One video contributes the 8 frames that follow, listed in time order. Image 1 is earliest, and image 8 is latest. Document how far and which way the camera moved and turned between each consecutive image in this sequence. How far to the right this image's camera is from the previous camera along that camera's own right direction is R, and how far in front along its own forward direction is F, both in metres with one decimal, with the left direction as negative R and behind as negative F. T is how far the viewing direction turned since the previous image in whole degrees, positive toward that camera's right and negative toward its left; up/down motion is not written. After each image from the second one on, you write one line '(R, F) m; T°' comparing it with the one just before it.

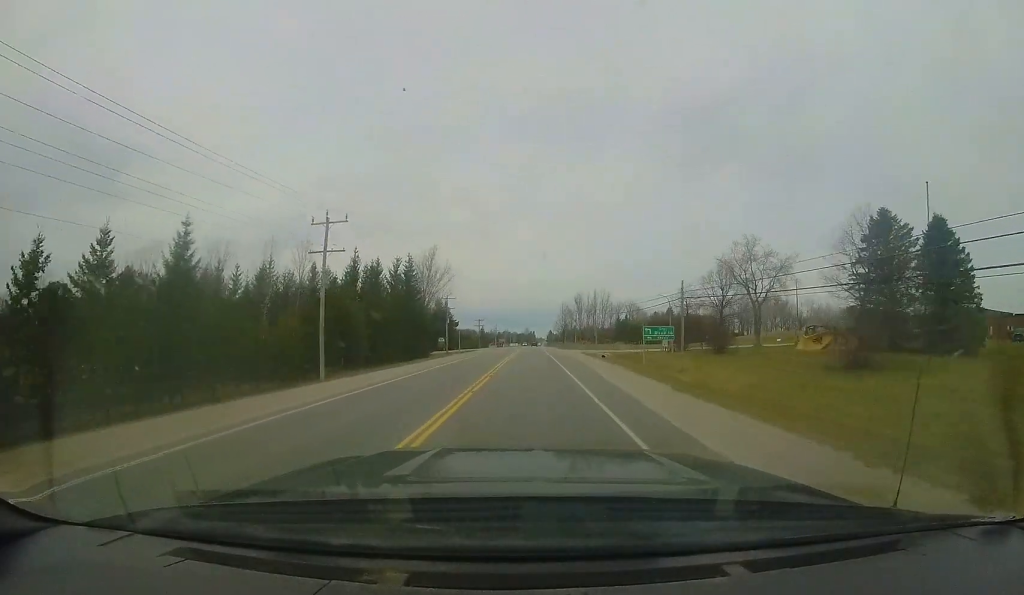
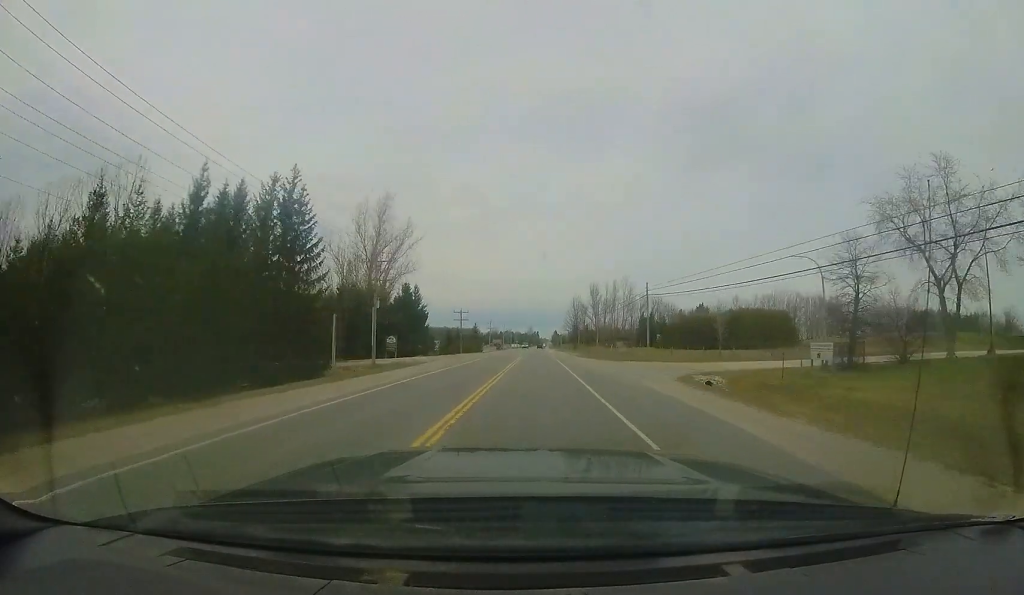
(+0.1, +32.6) m; 0°
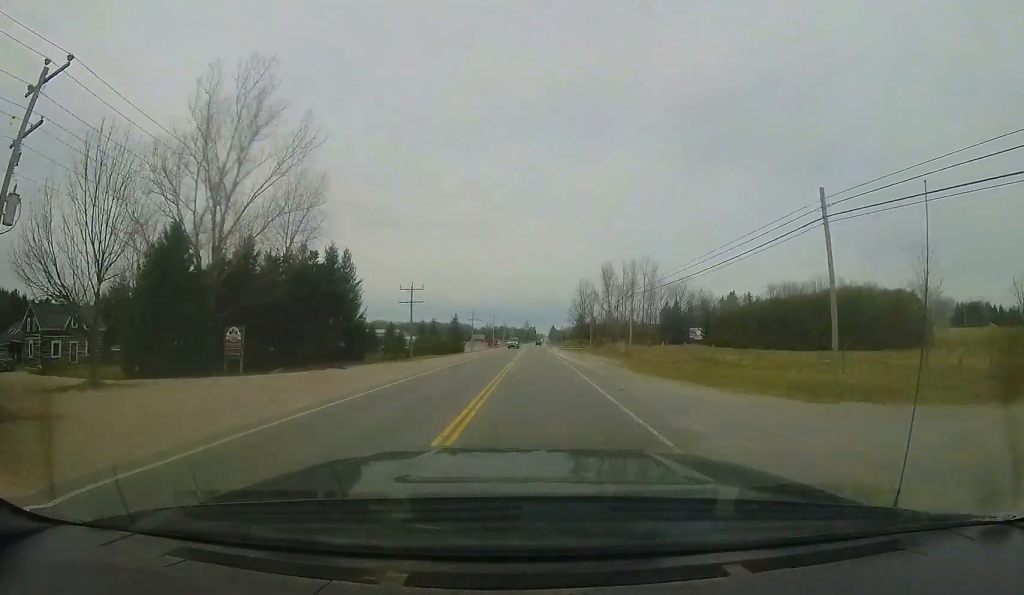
(0.0, +29.3) m; +1°
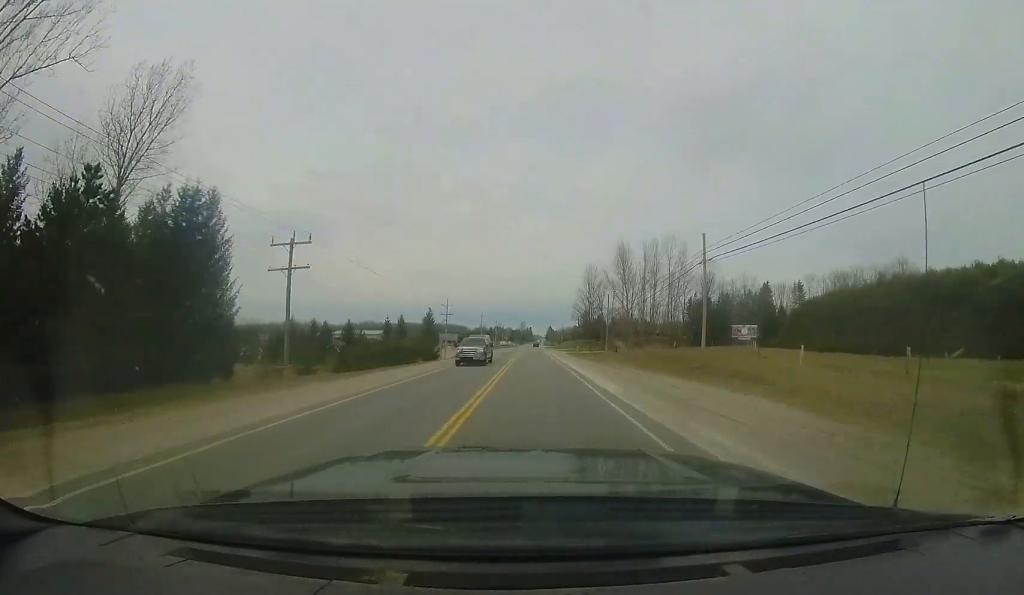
(+0.2, +23.3) m; 0°
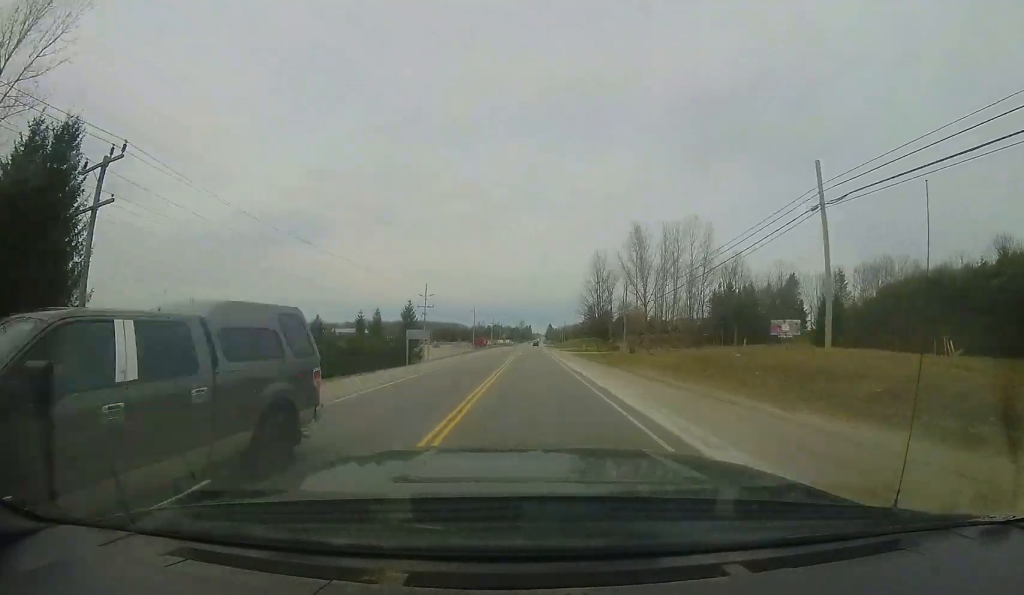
(+0.2, +12.9) m; 0°
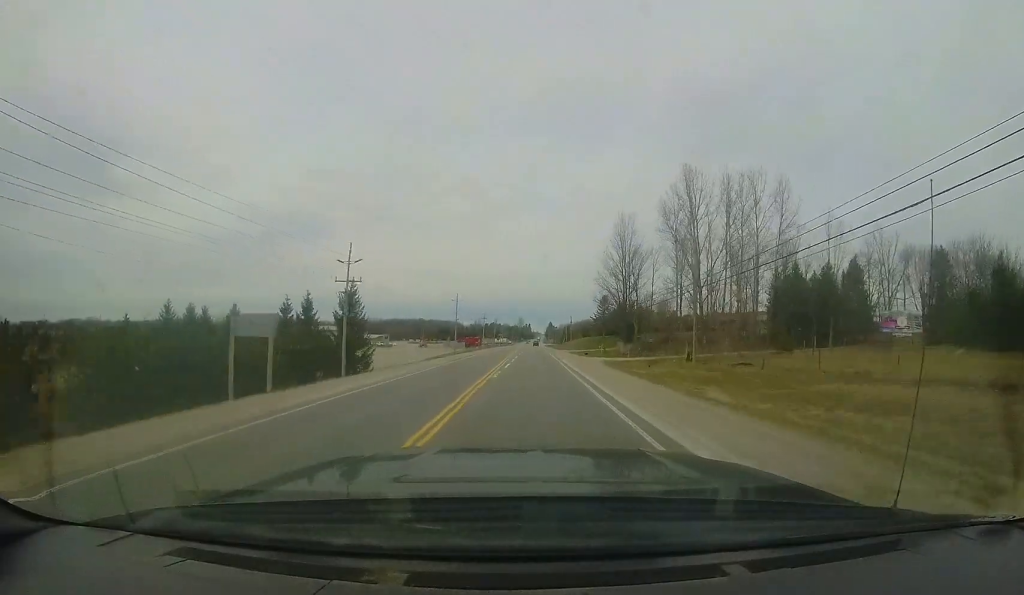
(-0.3, +22.5) m; 0°
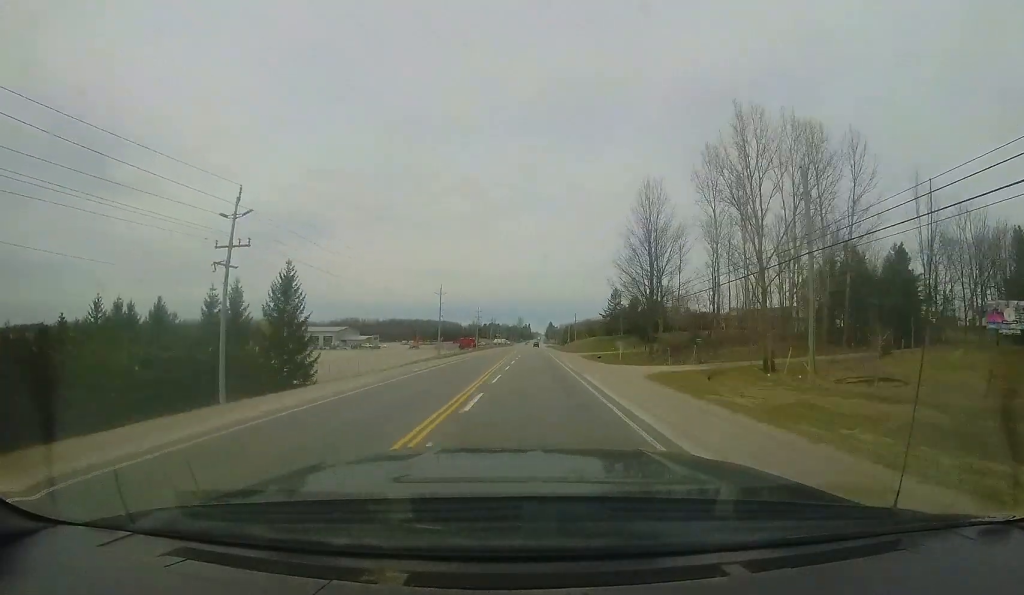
(+0.1, +13.0) m; 0°
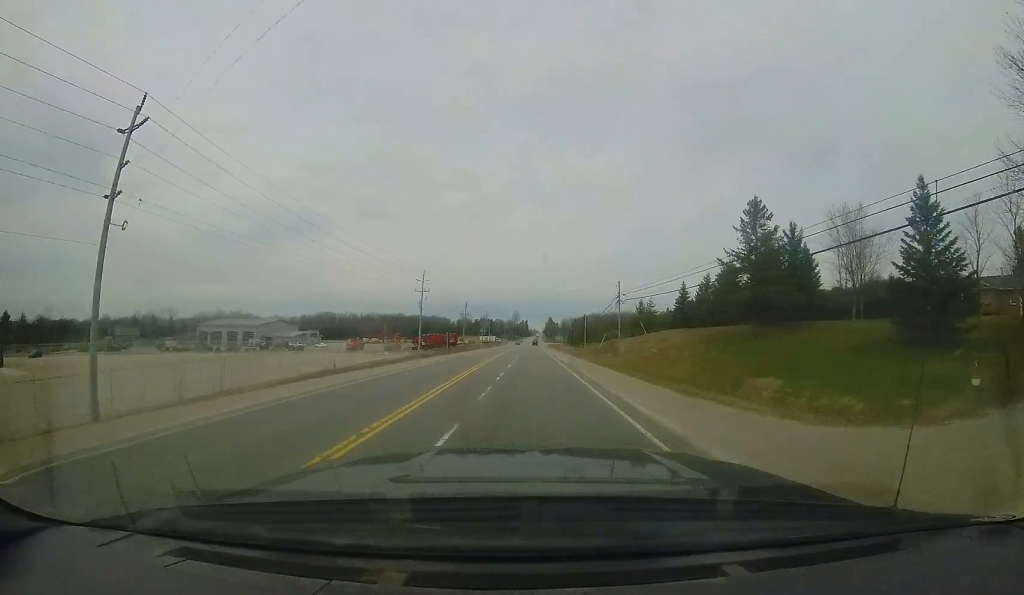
(0.0, +52.6) m; 0°
